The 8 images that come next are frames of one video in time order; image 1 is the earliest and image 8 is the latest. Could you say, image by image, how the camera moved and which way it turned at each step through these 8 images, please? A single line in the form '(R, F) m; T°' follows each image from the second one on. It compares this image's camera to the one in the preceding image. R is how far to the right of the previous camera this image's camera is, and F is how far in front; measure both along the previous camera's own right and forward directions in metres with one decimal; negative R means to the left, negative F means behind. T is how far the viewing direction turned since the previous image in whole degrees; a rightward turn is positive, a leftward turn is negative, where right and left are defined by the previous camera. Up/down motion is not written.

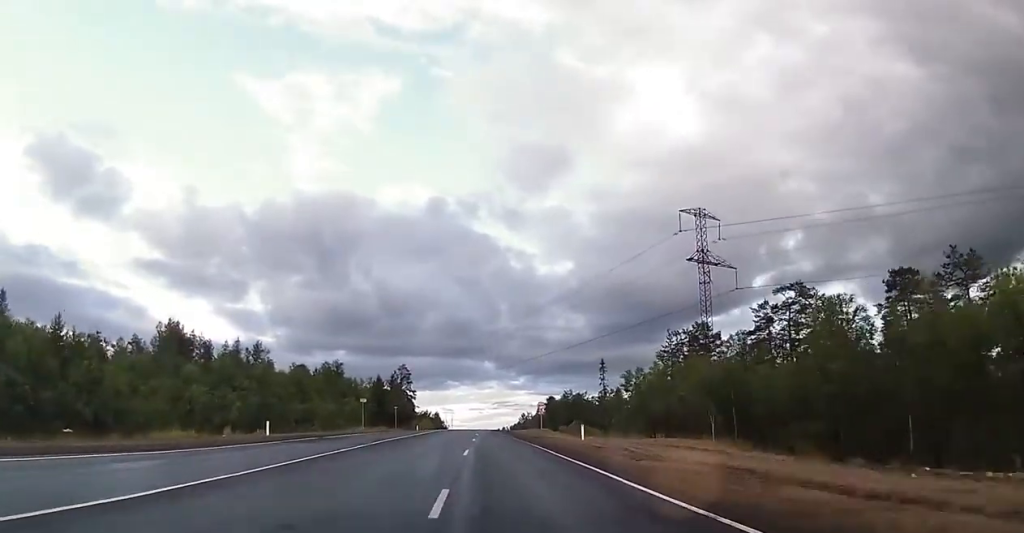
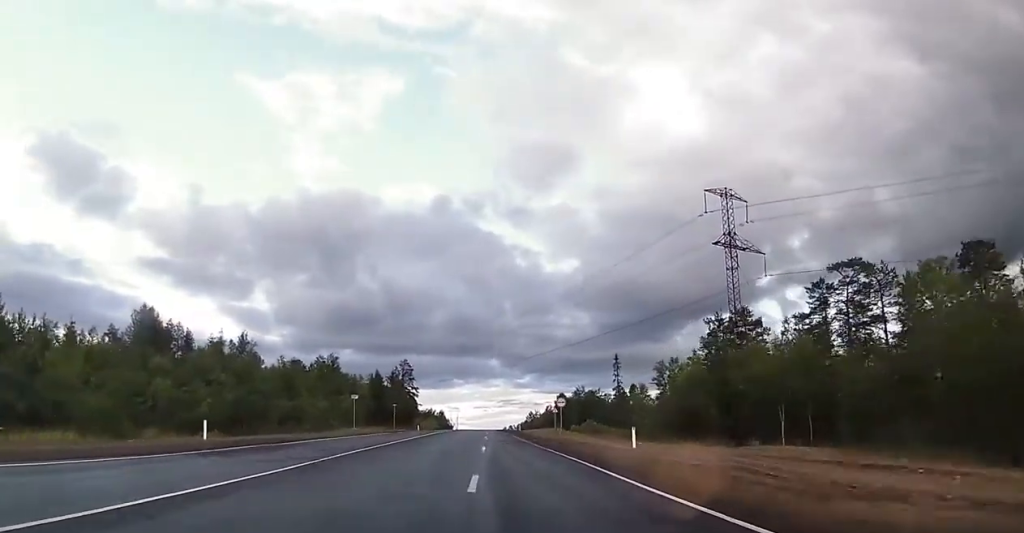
(0.0, +9.3) m; 0°
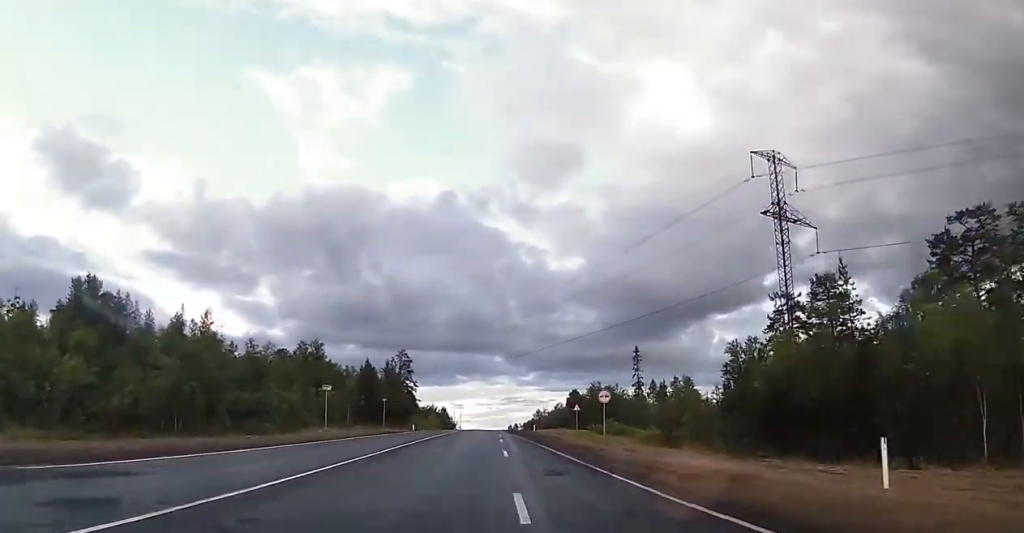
(0.0, +15.0) m; 0°
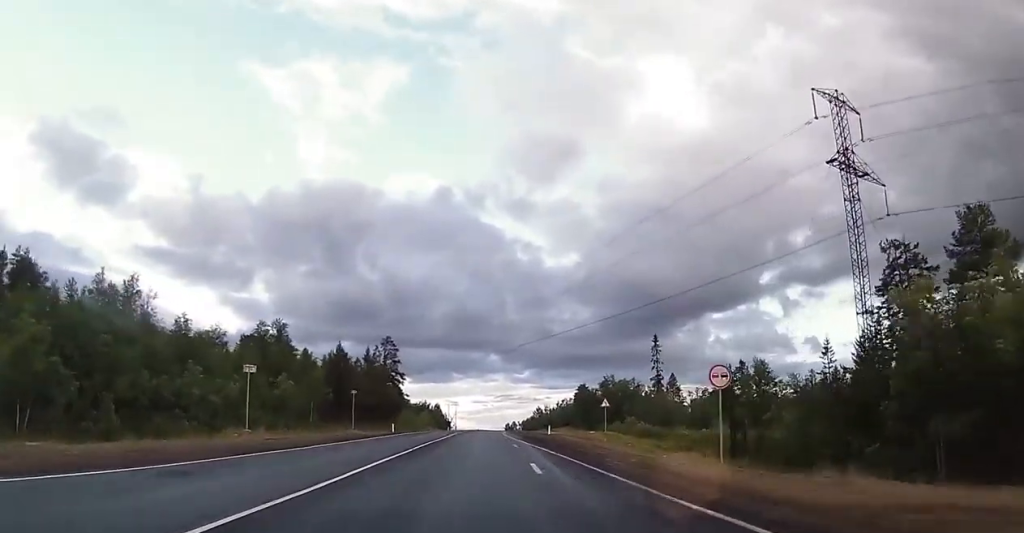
(0.0, +17.8) m; 0°
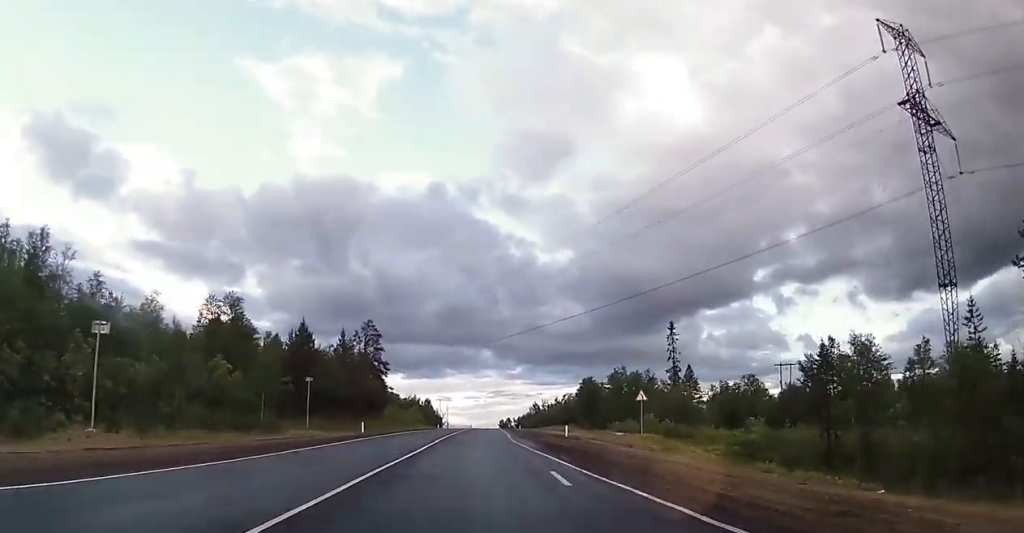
(-0.1, +14.2) m; 0°
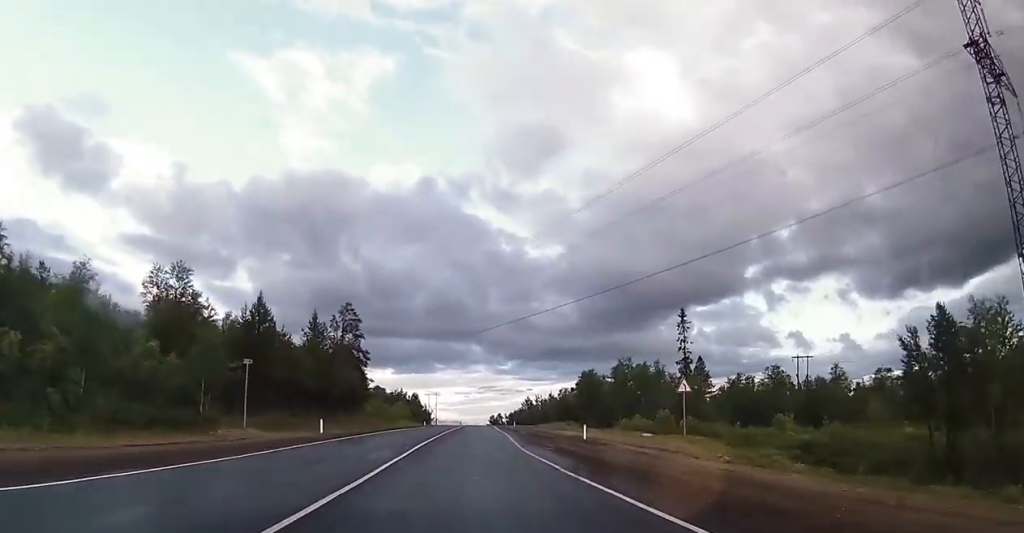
(-0.1, +10.7) m; 0°
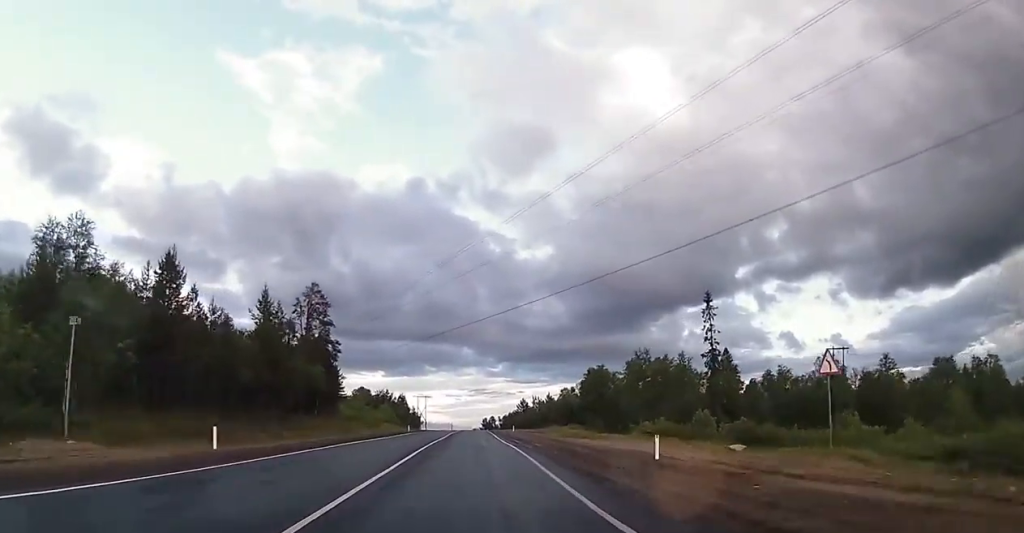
(0.0, +14.8) m; +1°
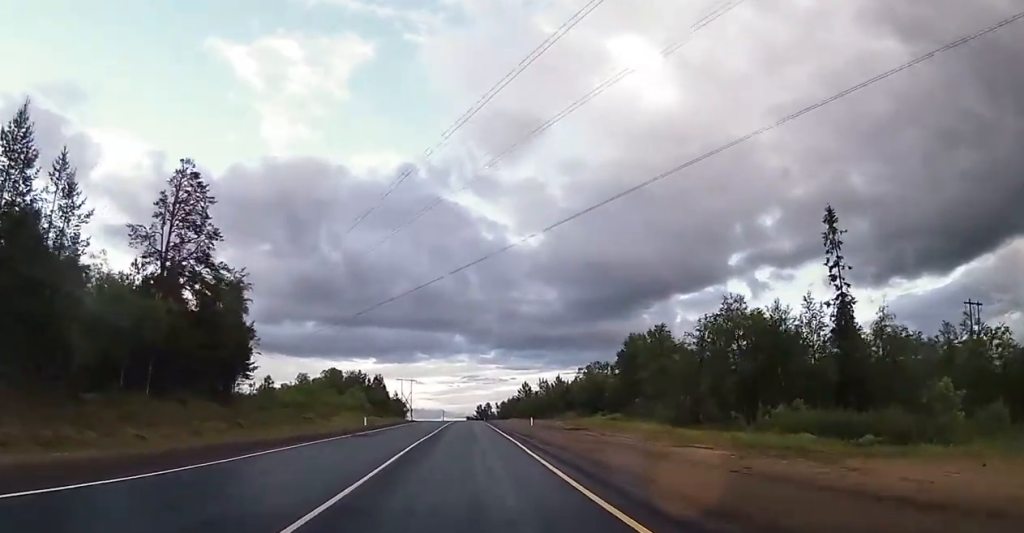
(+0.6, +33.0) m; +2°
